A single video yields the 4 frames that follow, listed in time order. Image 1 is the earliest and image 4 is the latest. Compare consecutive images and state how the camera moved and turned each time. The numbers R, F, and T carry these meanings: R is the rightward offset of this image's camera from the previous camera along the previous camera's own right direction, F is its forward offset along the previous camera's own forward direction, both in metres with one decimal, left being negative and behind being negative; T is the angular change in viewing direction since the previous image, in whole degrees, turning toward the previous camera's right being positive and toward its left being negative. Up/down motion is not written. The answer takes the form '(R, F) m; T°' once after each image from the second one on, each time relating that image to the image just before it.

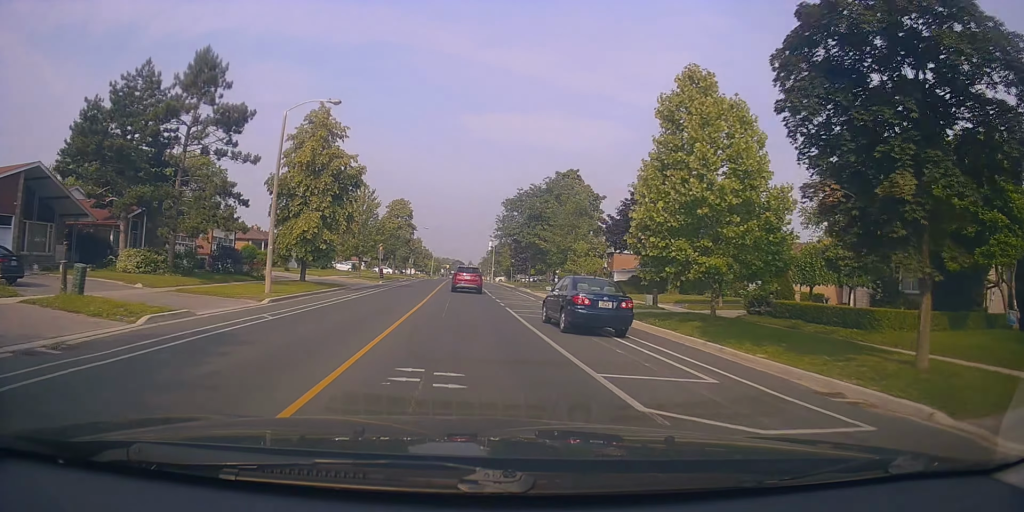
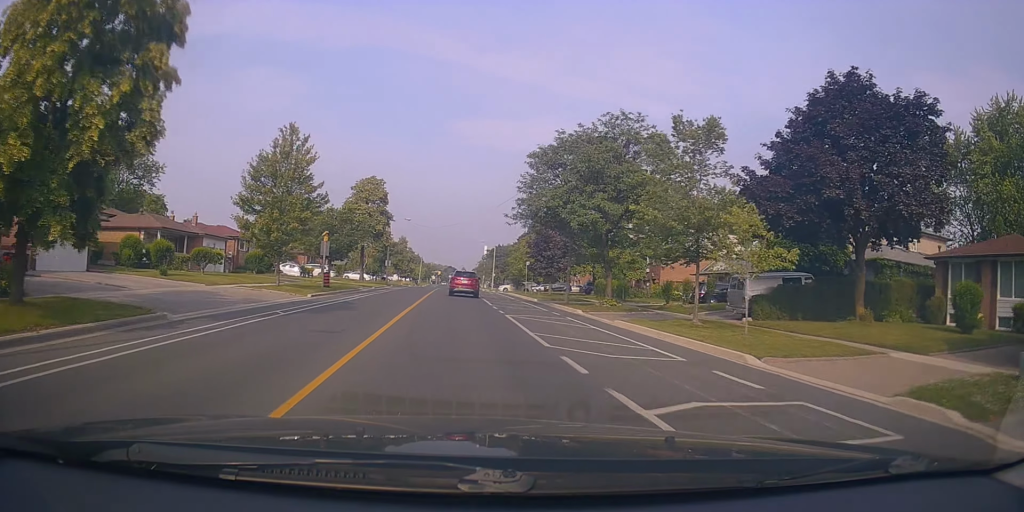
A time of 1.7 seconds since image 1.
(0.0, +22.7) m; 0°
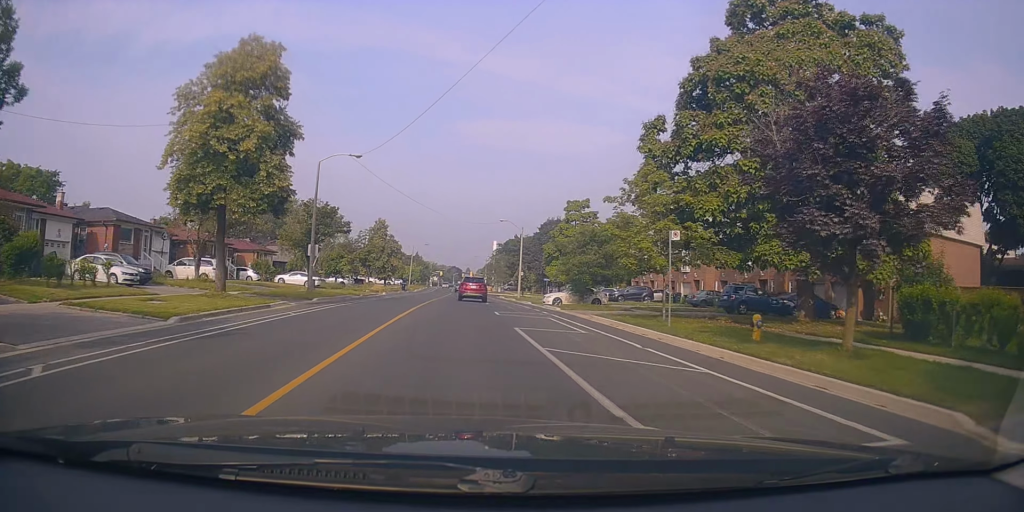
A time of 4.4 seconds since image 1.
(+0.1, +36.4) m; +1°
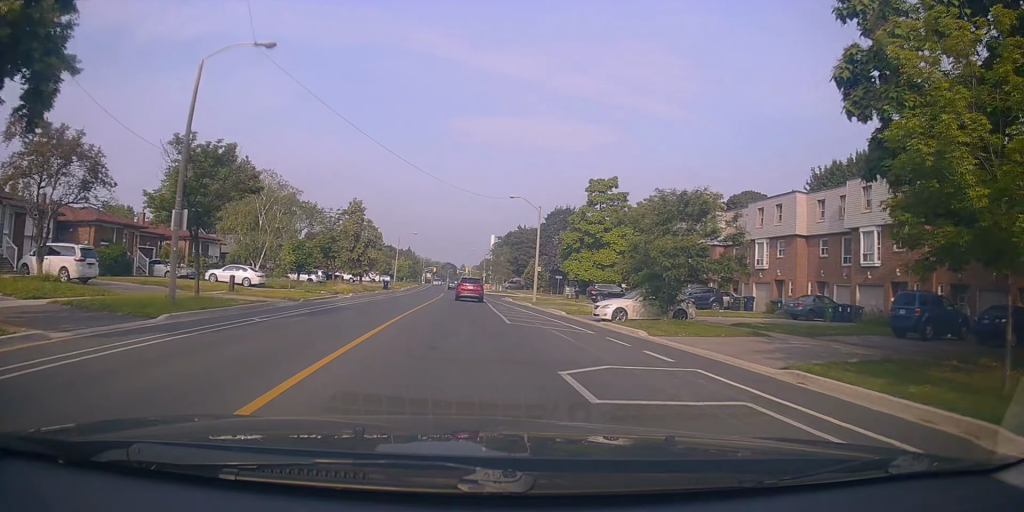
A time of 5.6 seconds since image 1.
(-0.1, +15.5) m; 0°
